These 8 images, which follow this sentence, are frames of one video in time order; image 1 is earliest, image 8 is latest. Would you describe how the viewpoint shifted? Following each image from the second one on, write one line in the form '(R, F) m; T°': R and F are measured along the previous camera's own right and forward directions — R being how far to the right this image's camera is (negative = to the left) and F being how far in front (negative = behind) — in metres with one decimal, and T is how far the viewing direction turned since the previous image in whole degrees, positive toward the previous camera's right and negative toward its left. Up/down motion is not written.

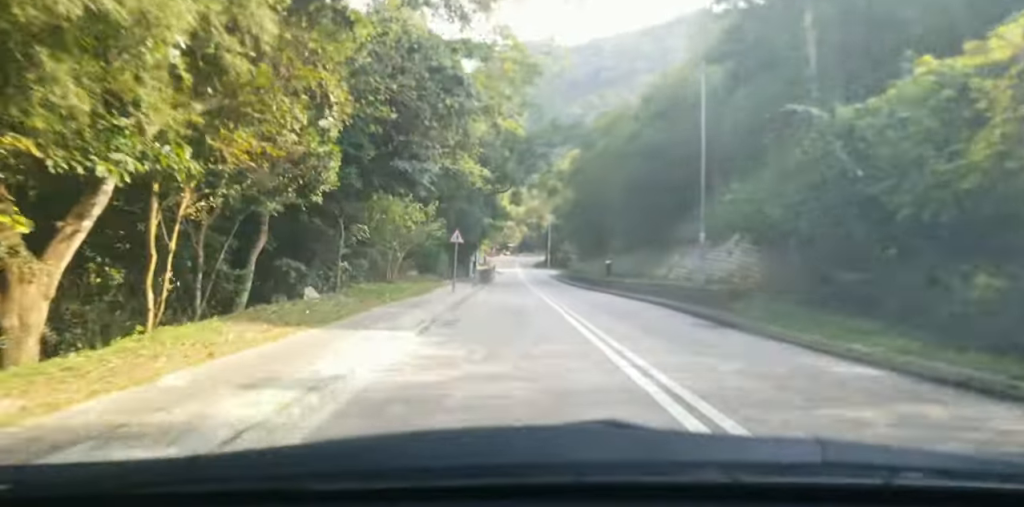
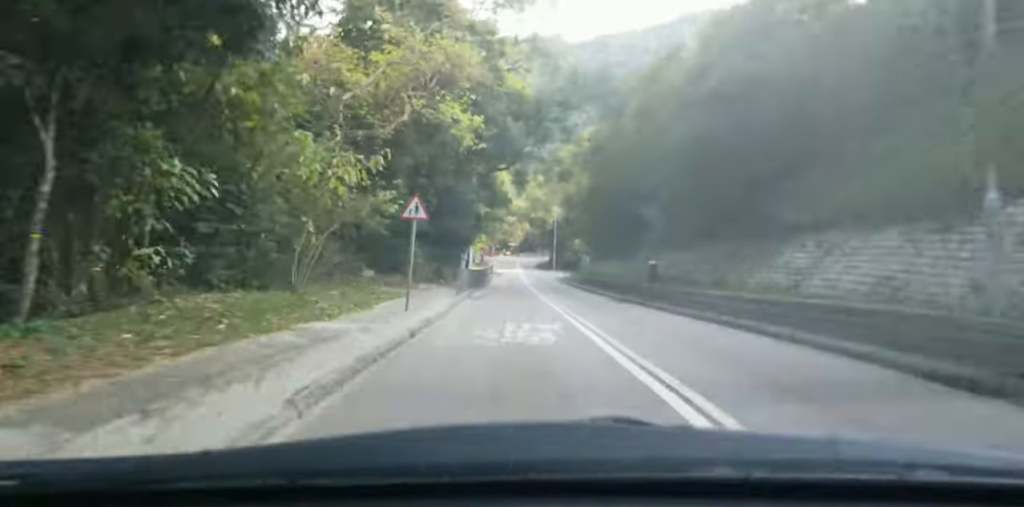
(+0.3, +13.9) m; +1°
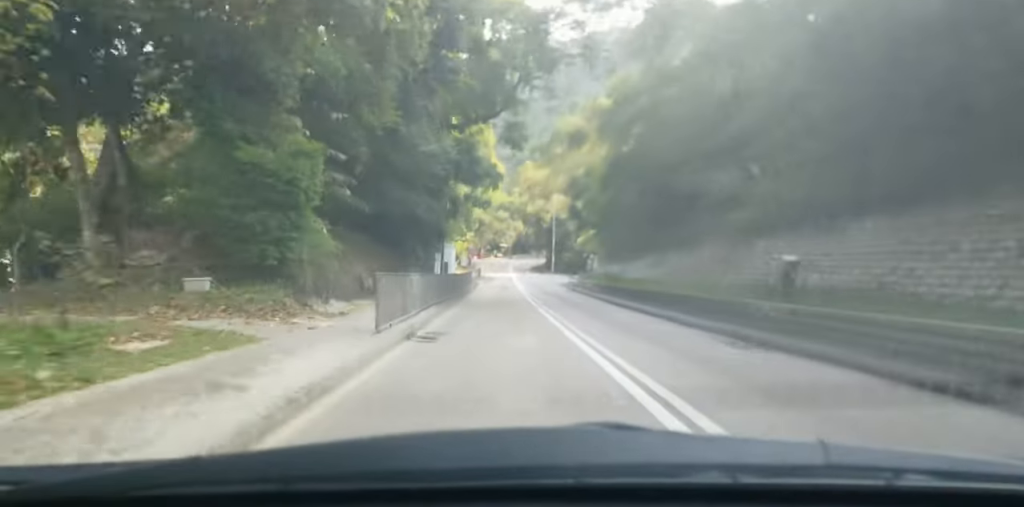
(0.0, +16.7) m; 0°
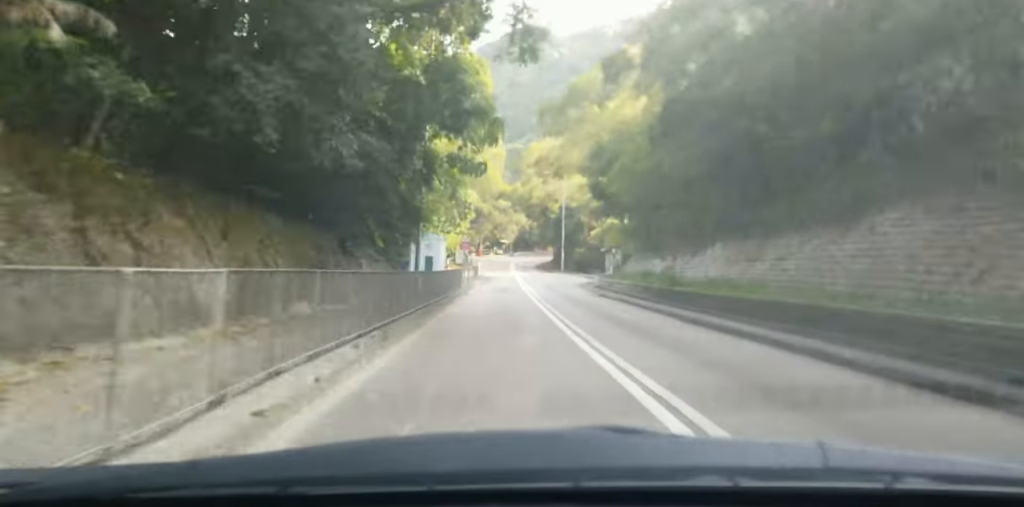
(0.0, +13.7) m; -2°
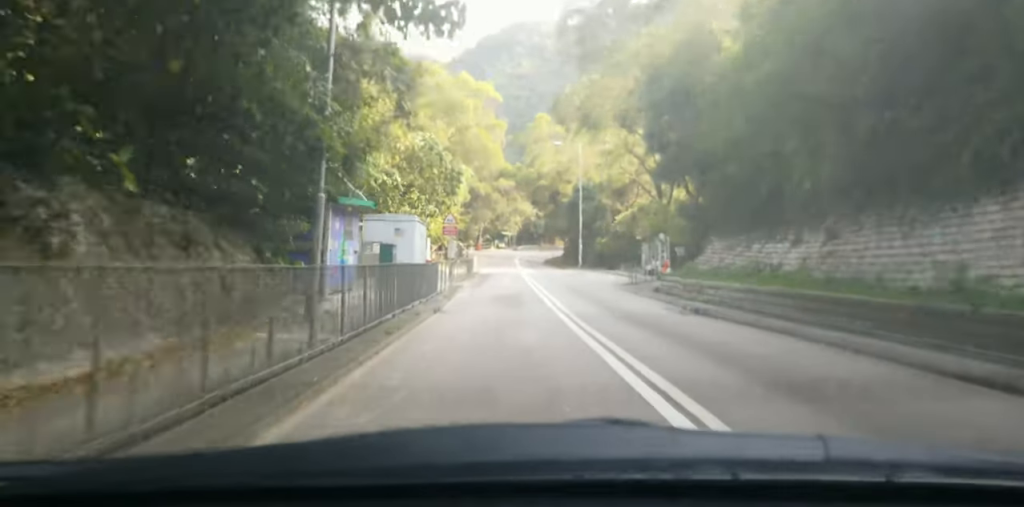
(-0.5, +17.4) m; -1°
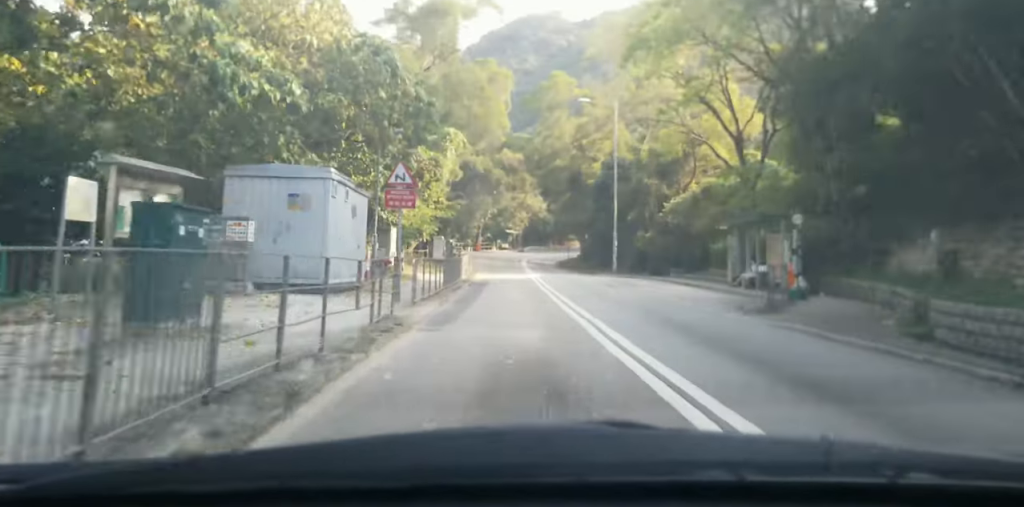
(+0.2, +19.5) m; +1°
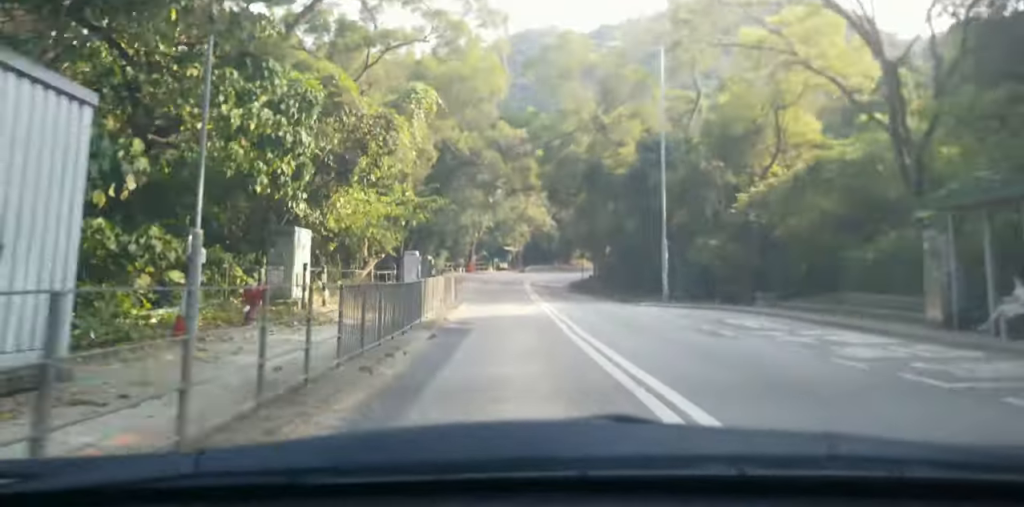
(+0.3, +16.6) m; 0°
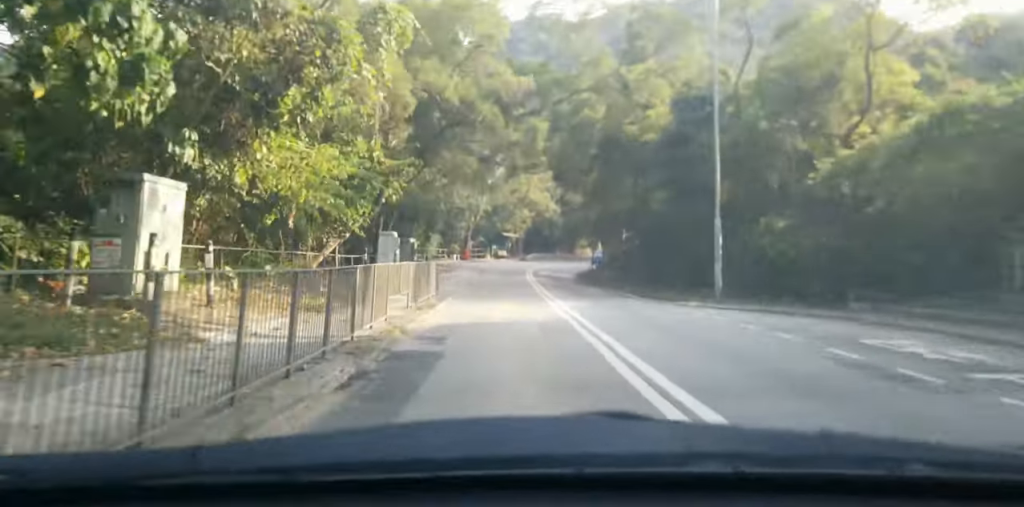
(-0.2, +9.6) m; 0°
